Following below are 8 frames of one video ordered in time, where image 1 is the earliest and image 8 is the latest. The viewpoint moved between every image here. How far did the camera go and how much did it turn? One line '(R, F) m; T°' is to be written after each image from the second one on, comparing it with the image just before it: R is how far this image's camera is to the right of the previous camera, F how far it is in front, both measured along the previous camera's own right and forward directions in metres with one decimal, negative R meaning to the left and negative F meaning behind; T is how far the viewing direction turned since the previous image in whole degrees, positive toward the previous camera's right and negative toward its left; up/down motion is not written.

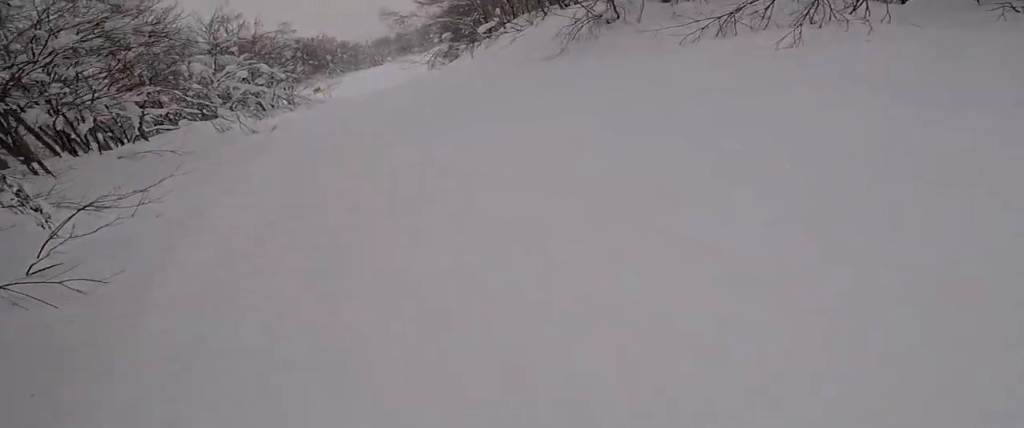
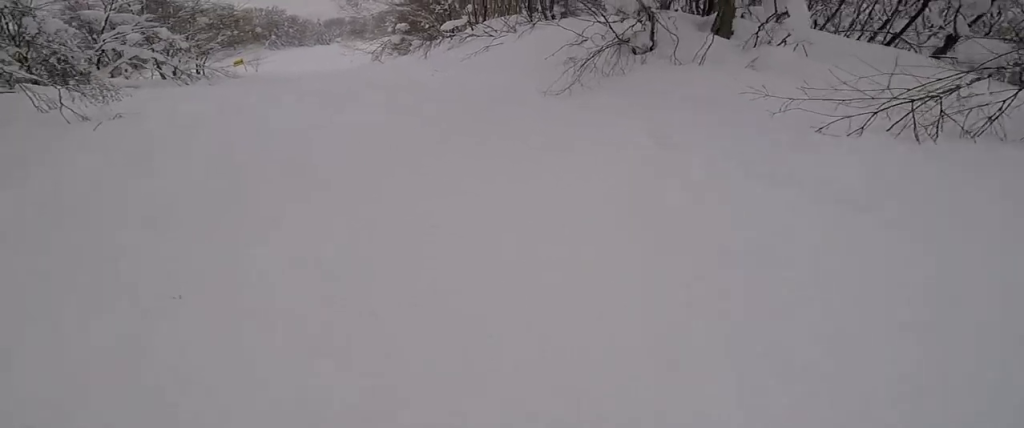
(+0.3, +3.8) m; 0°
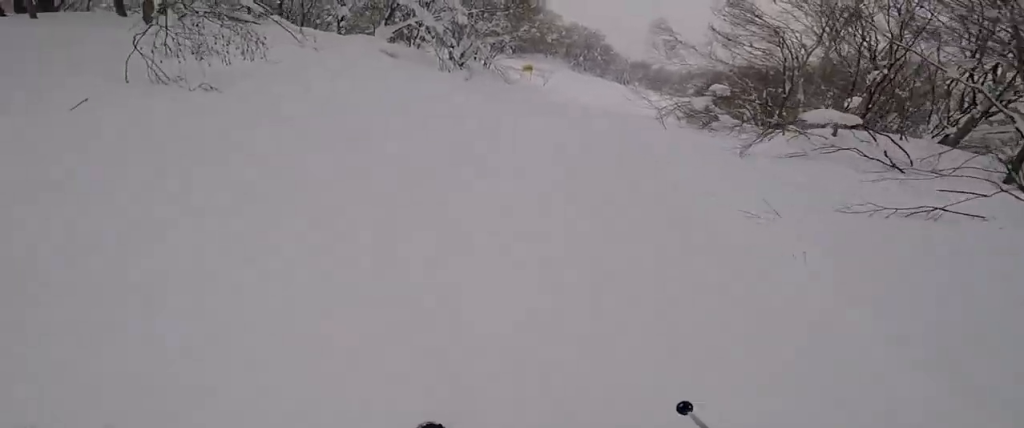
(-0.4, +6.2) m; 0°
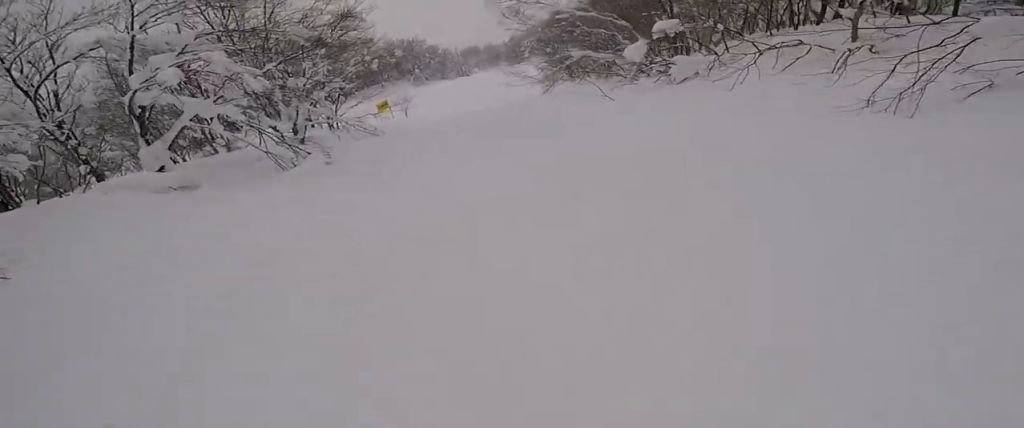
(+0.4, +5.4) m; +2°
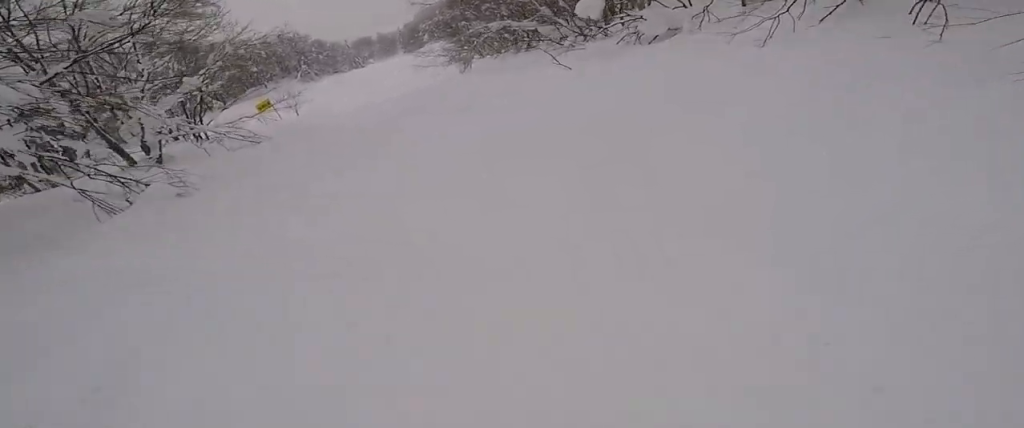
(-0.6, +2.9) m; +1°
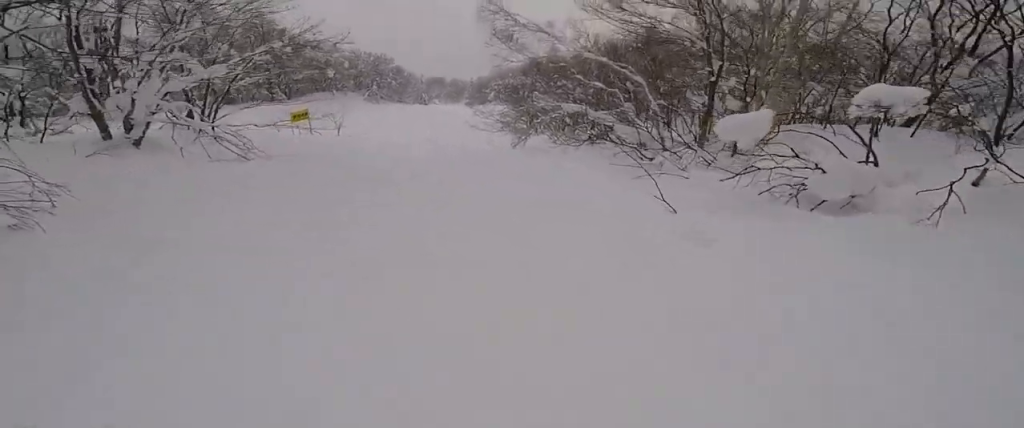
(+0.3, +3.6) m; +1°
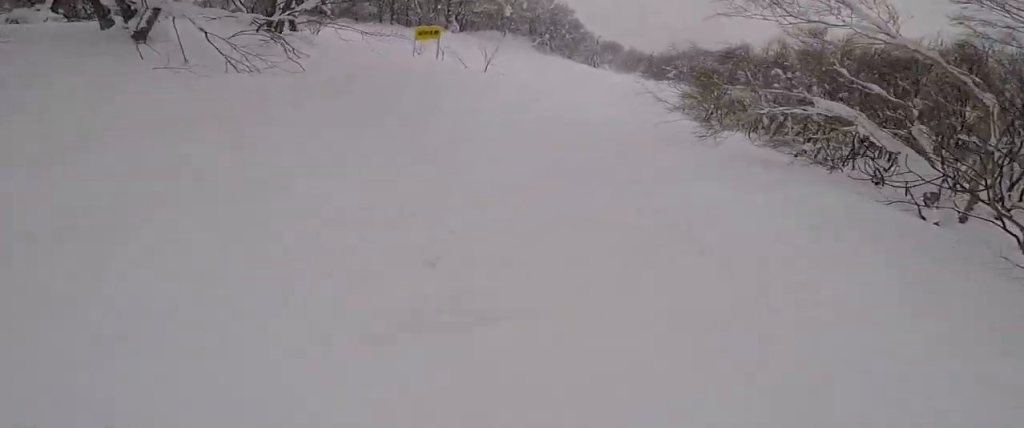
(+0.6, +5.1) m; 0°
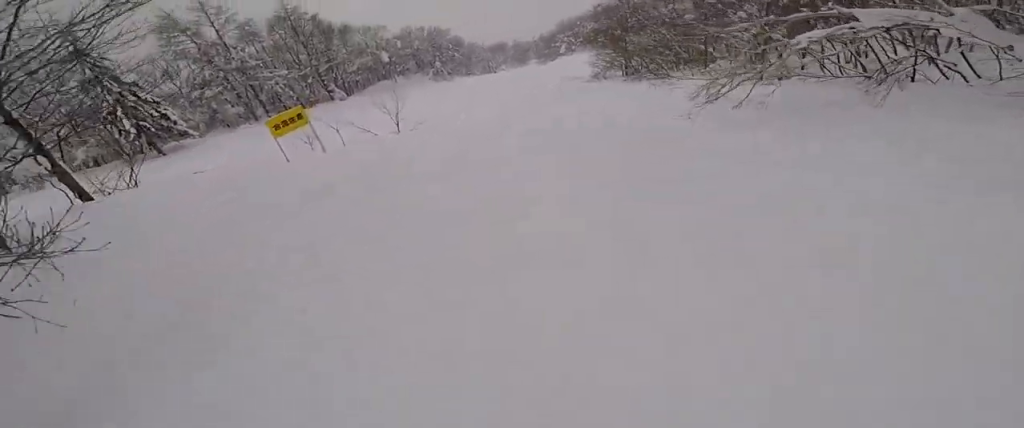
(-0.8, +4.7) m; -3°
